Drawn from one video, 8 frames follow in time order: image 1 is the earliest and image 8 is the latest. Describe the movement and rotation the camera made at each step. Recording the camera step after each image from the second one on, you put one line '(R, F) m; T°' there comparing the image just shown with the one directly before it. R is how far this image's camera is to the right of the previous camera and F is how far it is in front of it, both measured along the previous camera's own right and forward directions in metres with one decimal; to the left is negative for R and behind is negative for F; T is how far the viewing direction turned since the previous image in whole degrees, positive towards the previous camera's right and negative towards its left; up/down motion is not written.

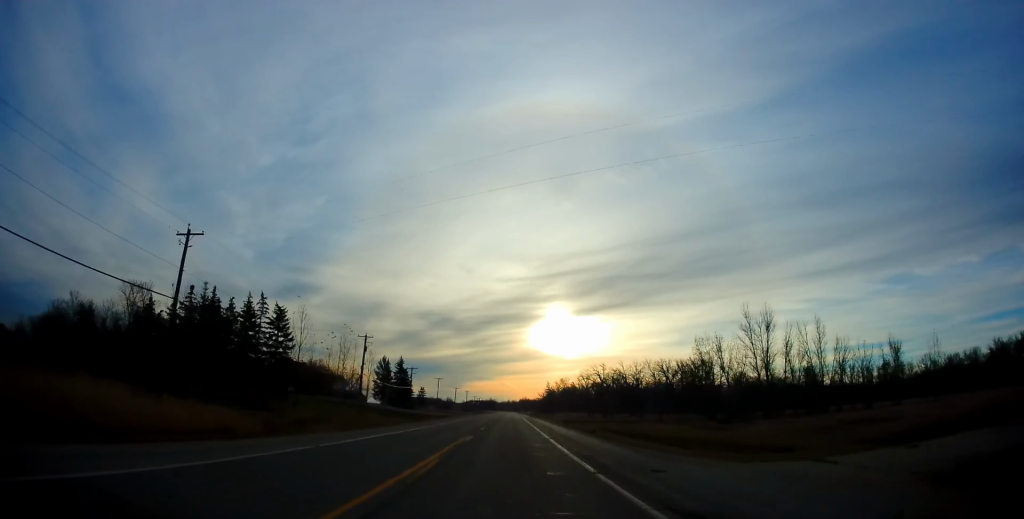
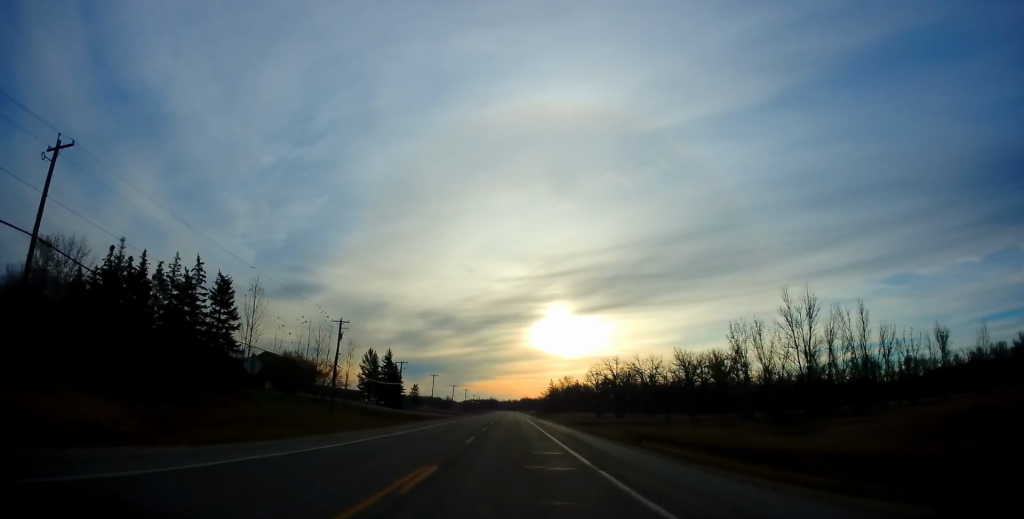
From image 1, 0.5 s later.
(+0.1, +14.2) m; 0°
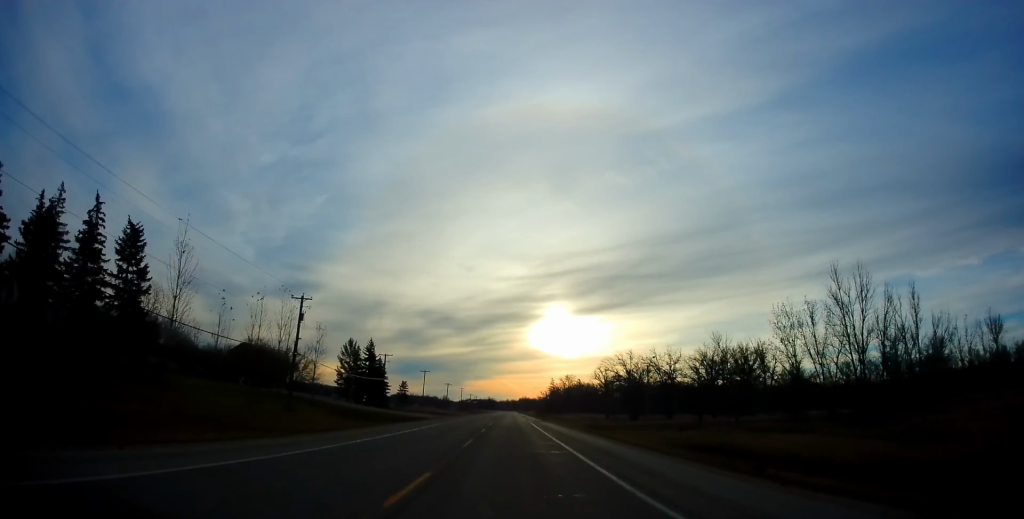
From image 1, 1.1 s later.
(0.0, +14.0) m; 0°
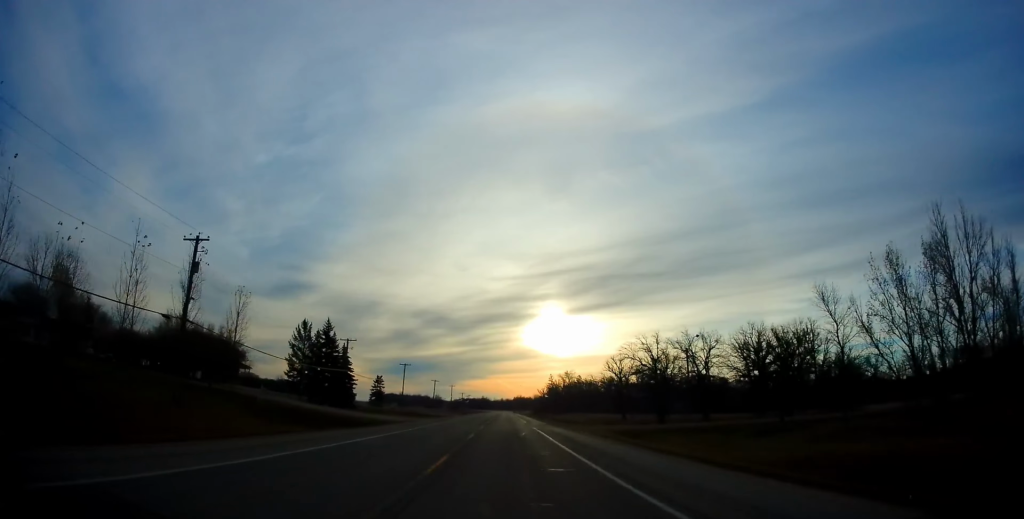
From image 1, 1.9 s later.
(-0.1, +20.8) m; -1°
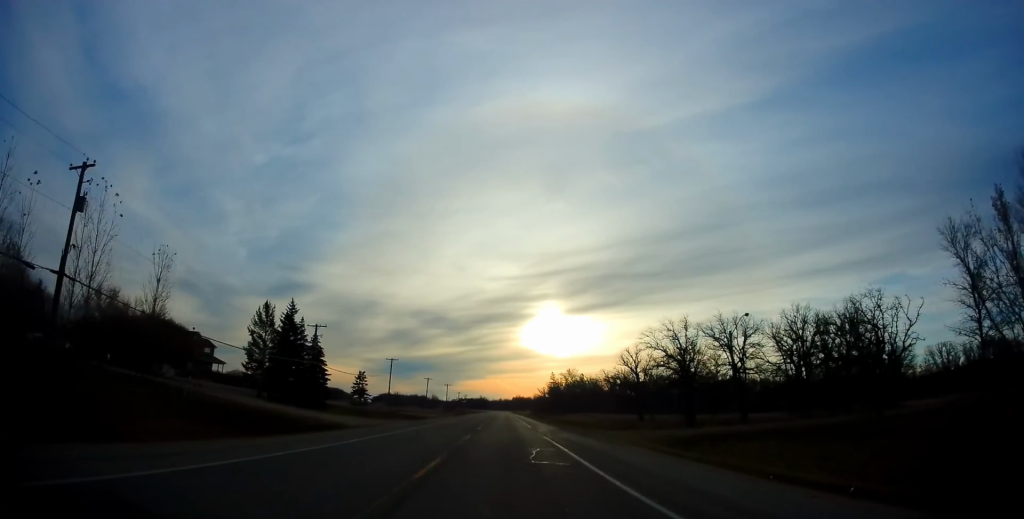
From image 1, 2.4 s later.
(-0.1, +12.9) m; 0°
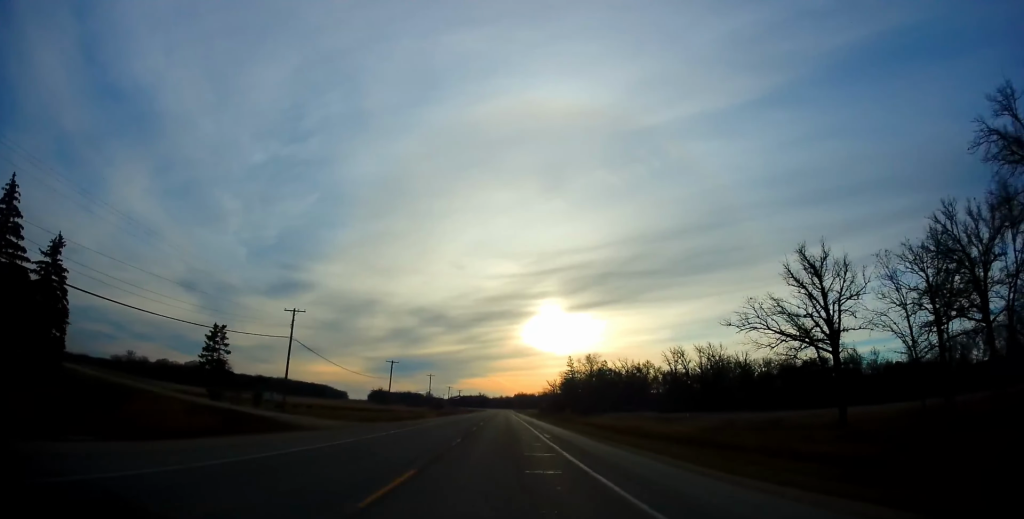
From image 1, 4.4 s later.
(+1.0, +50.6) m; +1°
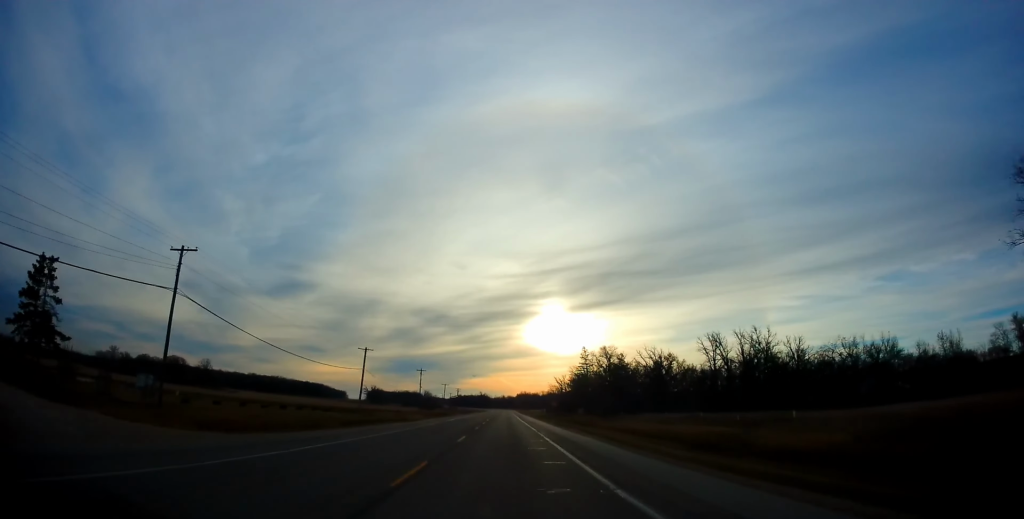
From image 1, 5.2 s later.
(-0.2, +21.8) m; -1°
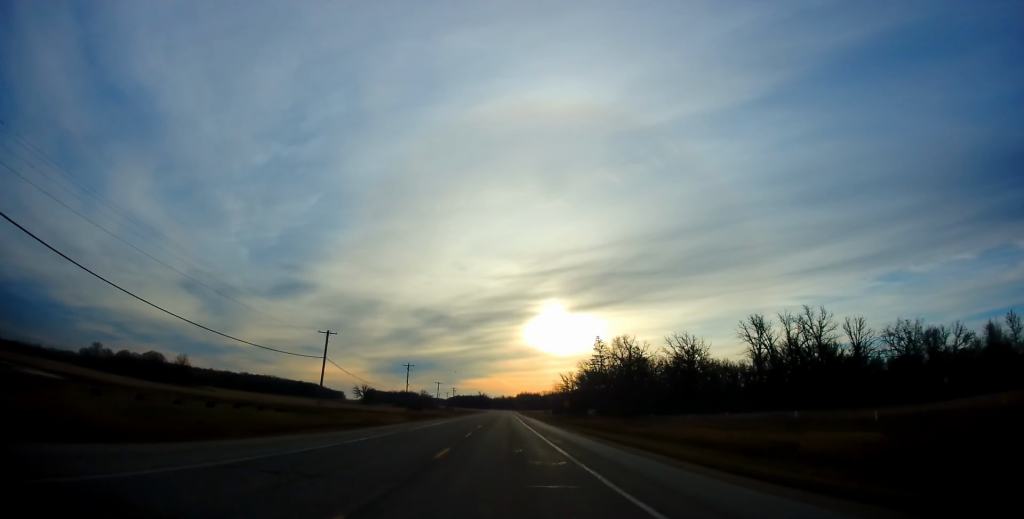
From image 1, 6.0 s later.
(-0.2, +18.1) m; 0°
